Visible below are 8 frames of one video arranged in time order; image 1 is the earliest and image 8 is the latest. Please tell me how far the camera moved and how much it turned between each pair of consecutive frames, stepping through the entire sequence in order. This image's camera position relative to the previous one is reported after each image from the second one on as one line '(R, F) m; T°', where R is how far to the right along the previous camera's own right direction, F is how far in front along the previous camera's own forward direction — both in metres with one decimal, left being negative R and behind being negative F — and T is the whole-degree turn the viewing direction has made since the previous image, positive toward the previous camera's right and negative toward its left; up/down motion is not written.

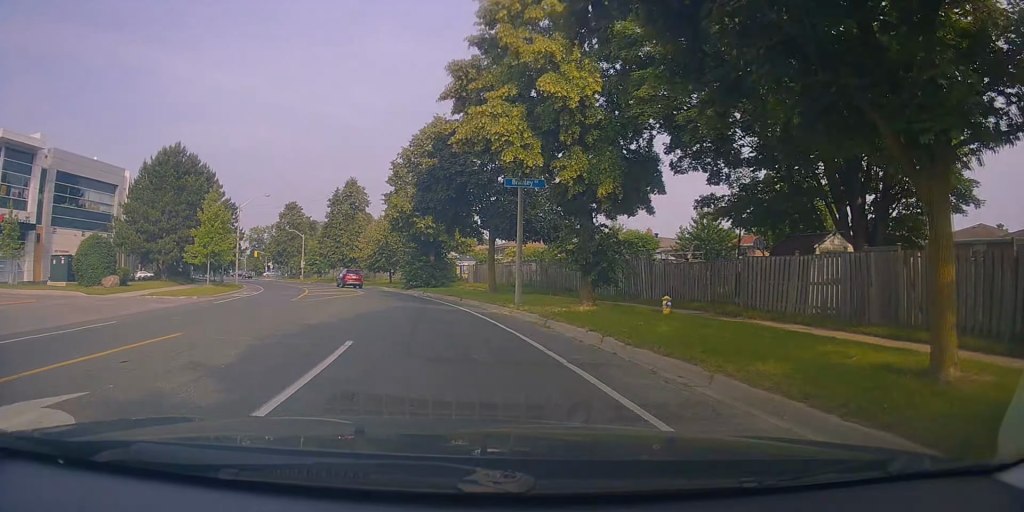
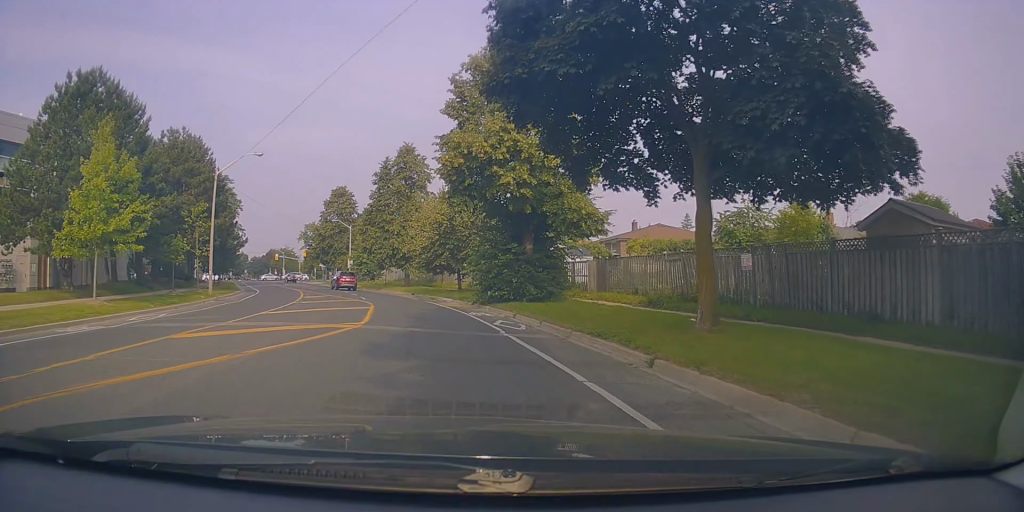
(-1.3, +21.5) m; -8°
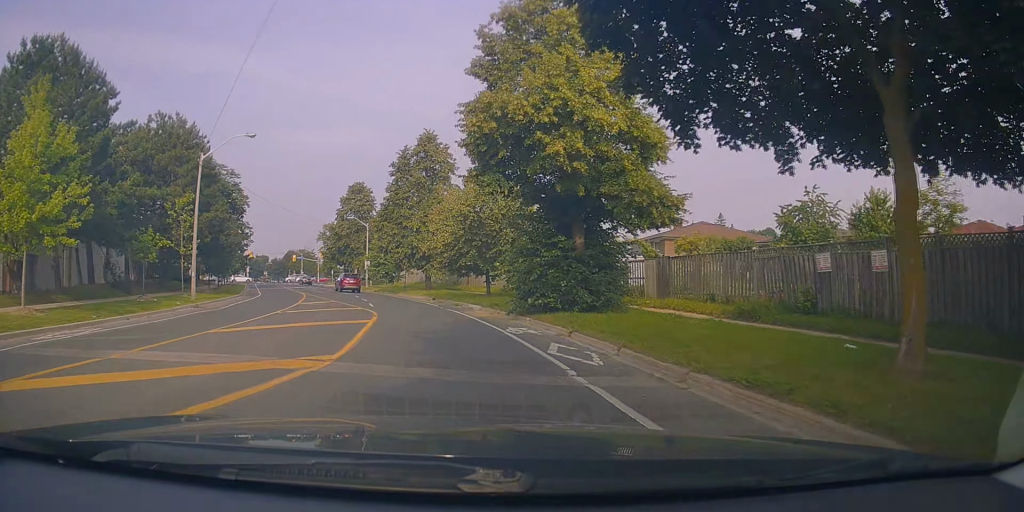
(-0.2, +5.8) m; -2°
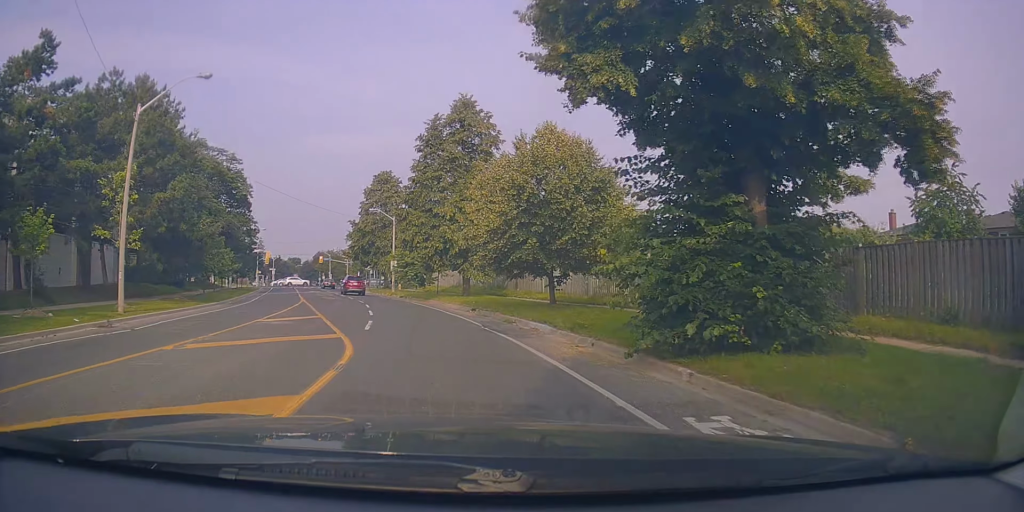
(+0.1, +10.4) m; -2°
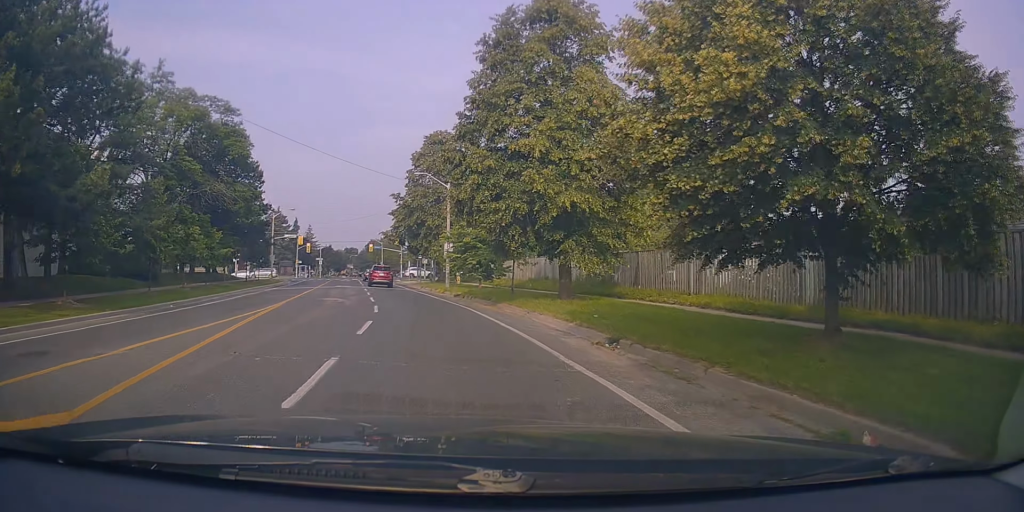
(-0.9, +14.9) m; -7°
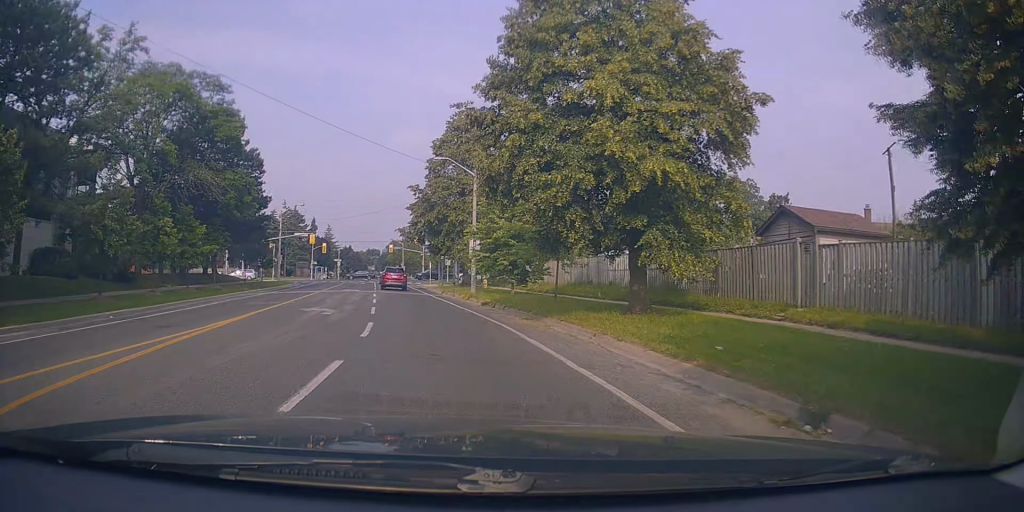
(-0.2, +5.9) m; -4°
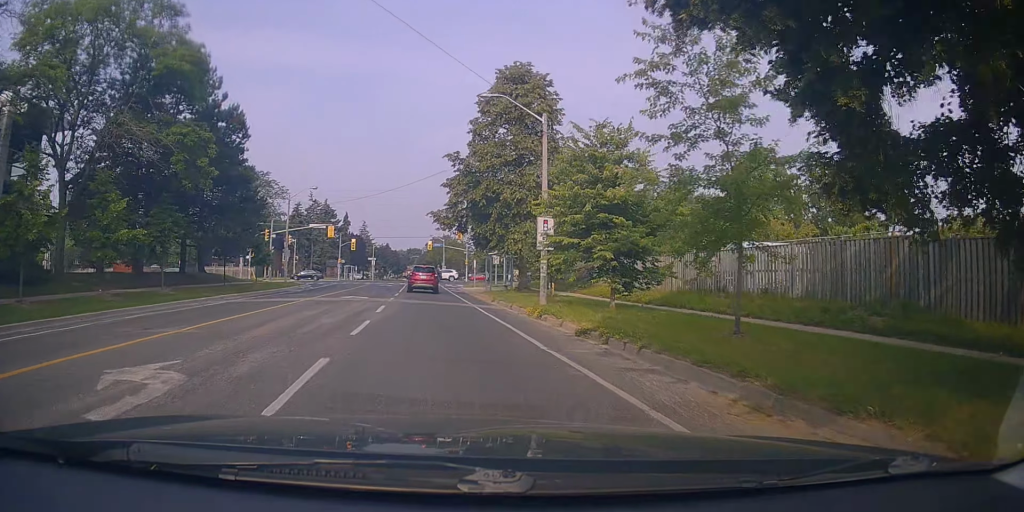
(-0.9, +12.3) m; -7°
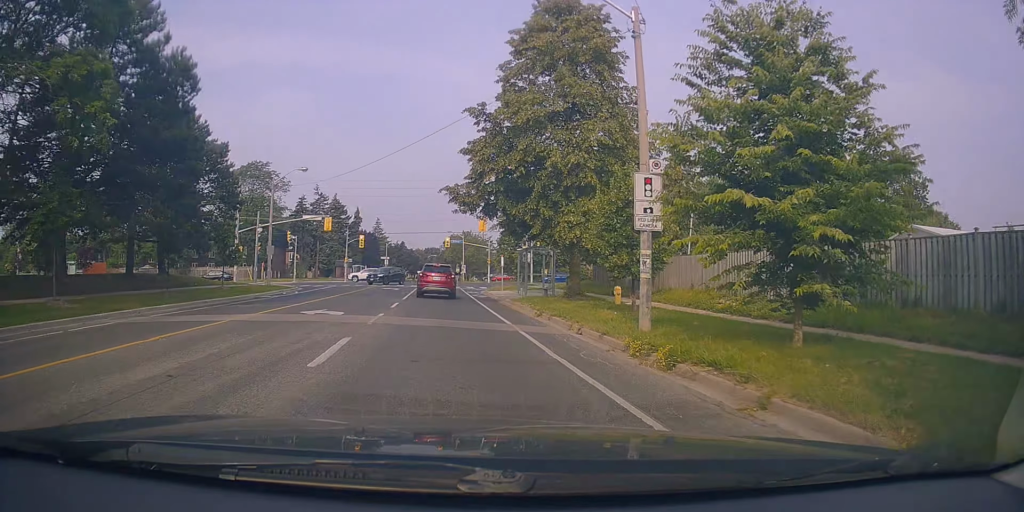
(0.0, +9.6) m; +1°
